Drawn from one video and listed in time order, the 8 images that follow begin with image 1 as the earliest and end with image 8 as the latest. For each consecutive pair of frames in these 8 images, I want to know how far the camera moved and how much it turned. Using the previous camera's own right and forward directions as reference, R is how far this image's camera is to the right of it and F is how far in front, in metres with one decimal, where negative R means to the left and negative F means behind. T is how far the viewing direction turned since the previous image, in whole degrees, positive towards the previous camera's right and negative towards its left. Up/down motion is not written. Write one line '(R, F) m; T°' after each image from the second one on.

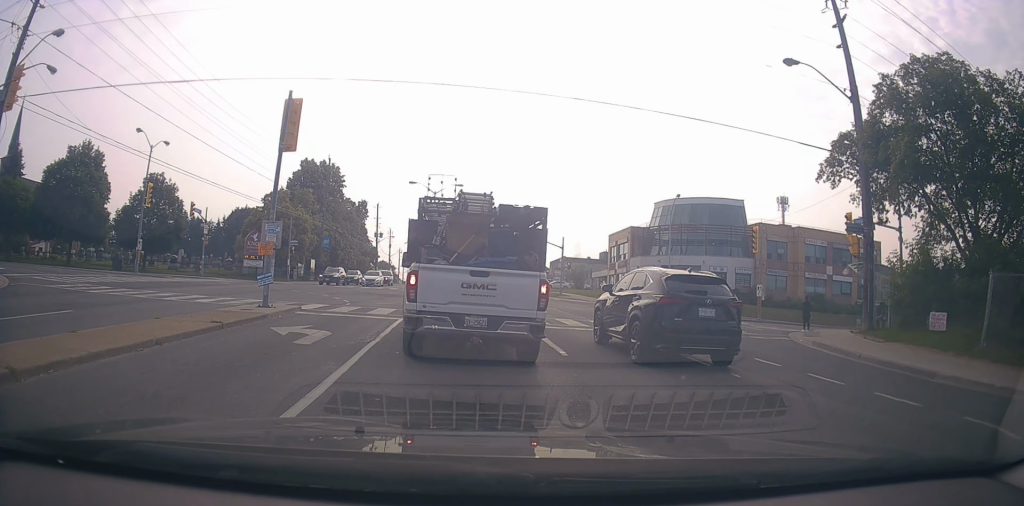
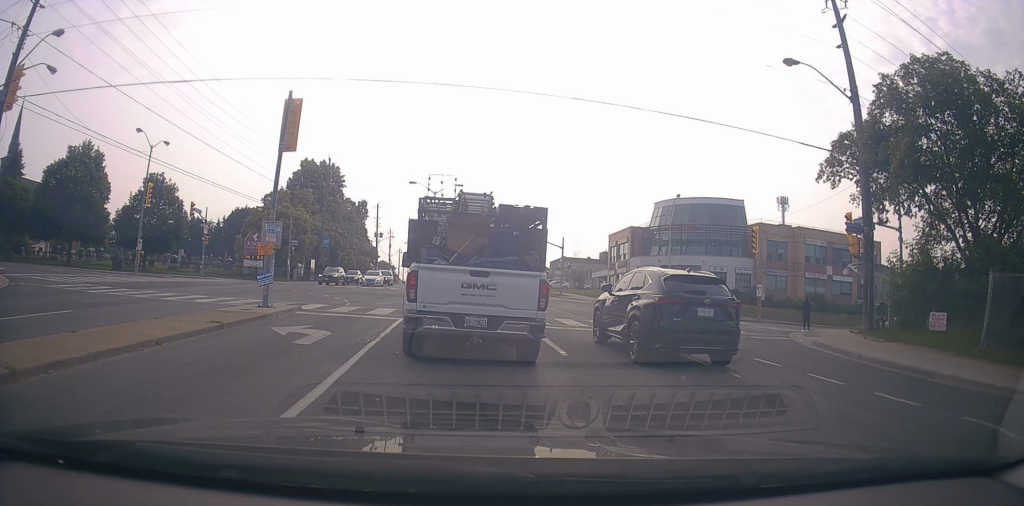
(0.0, 0.0) m; 0°
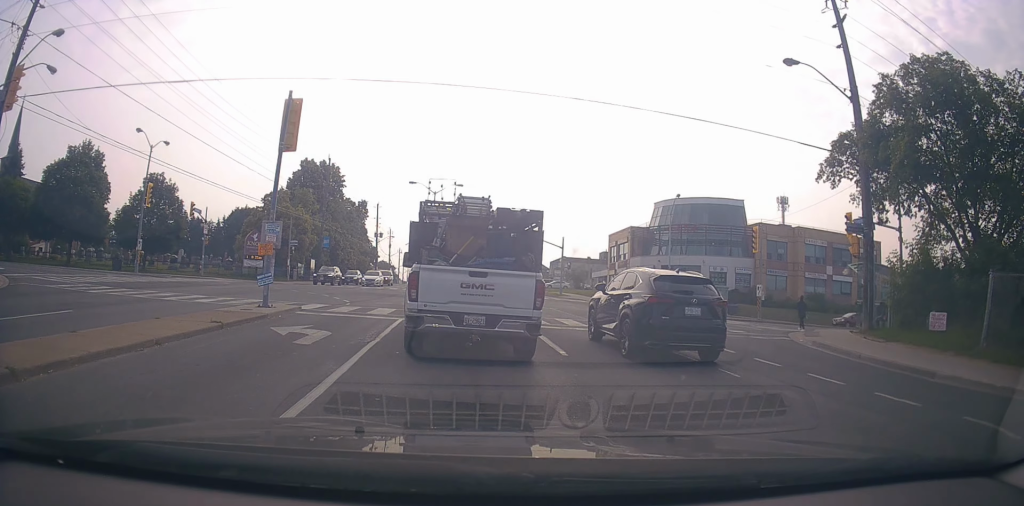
(0.0, 0.0) m; 0°
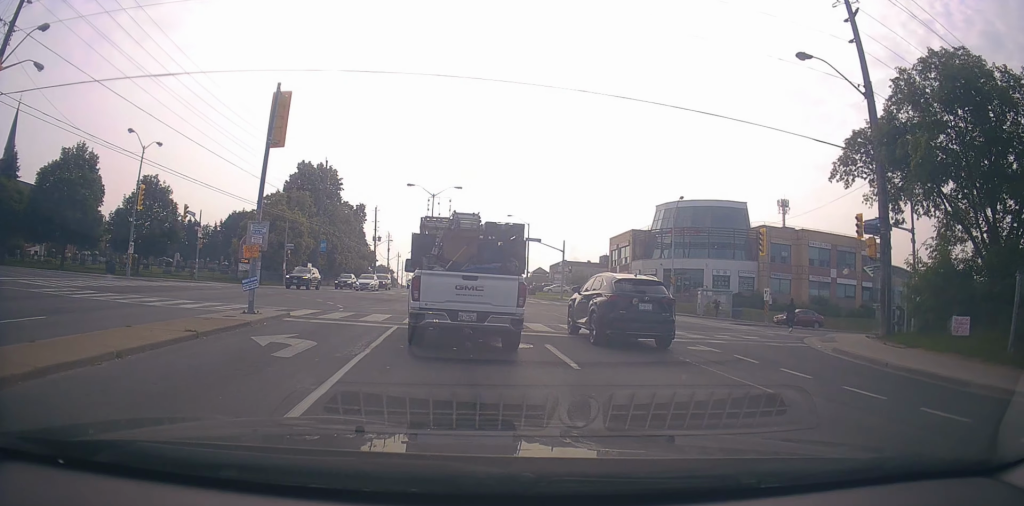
(0.0, +0.5) m; 0°
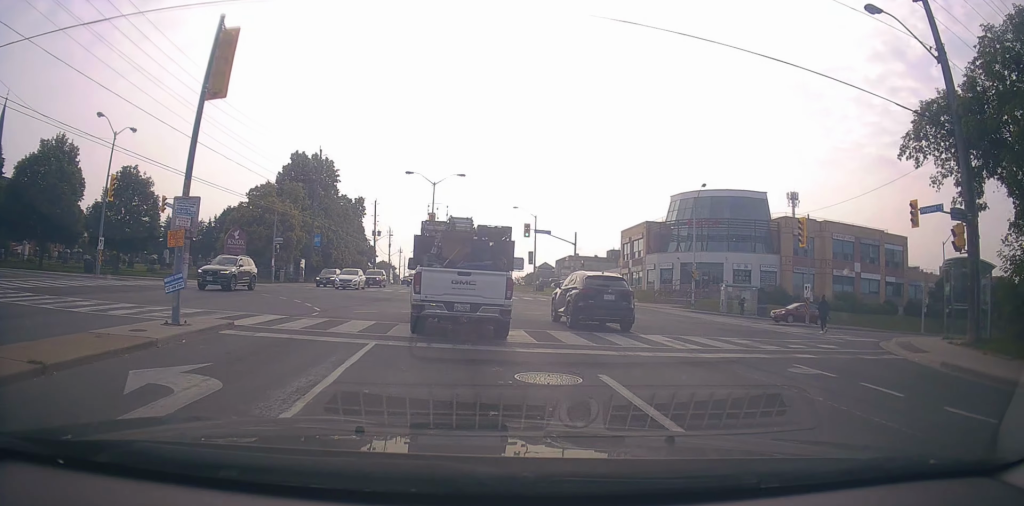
(0.0, +3.2) m; -4°
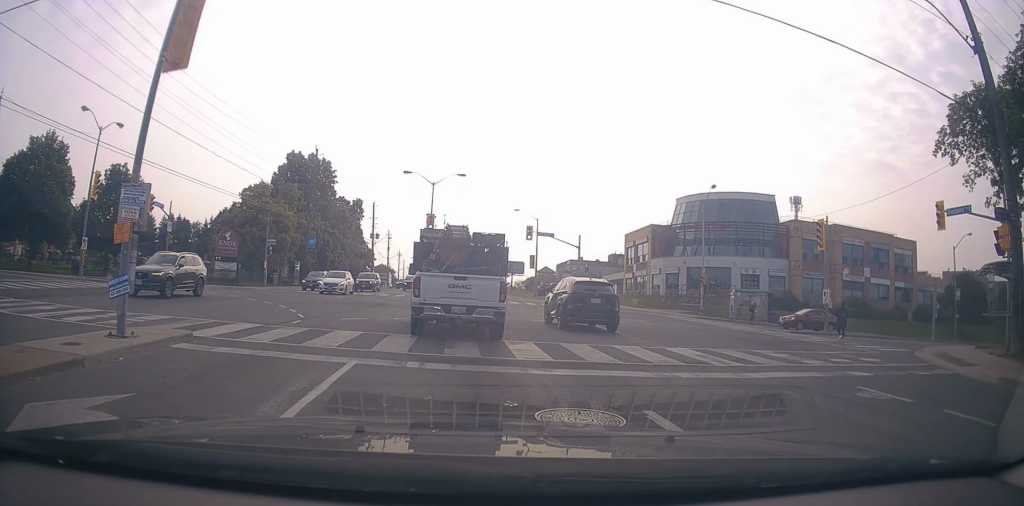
(-0.1, +1.7) m; +1°
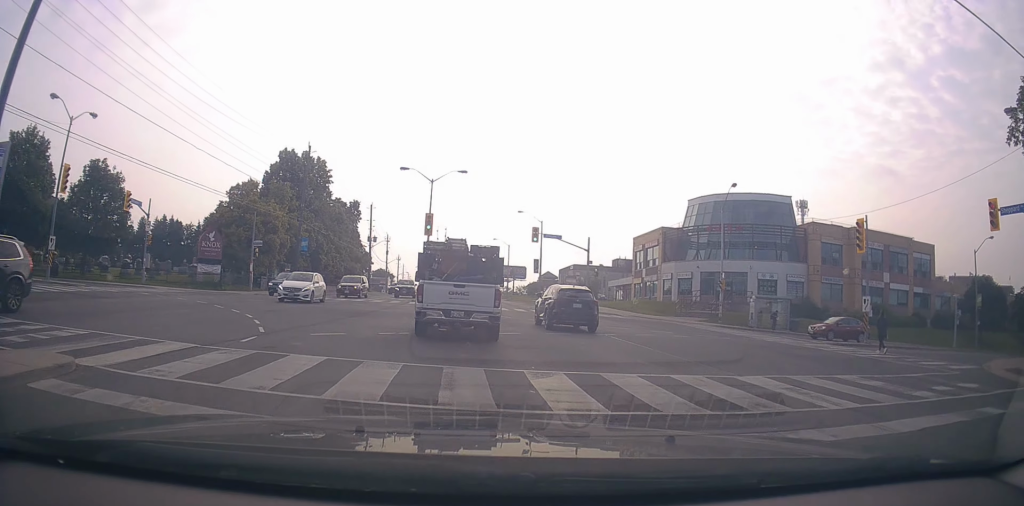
(-0.1, +3.2) m; +4°
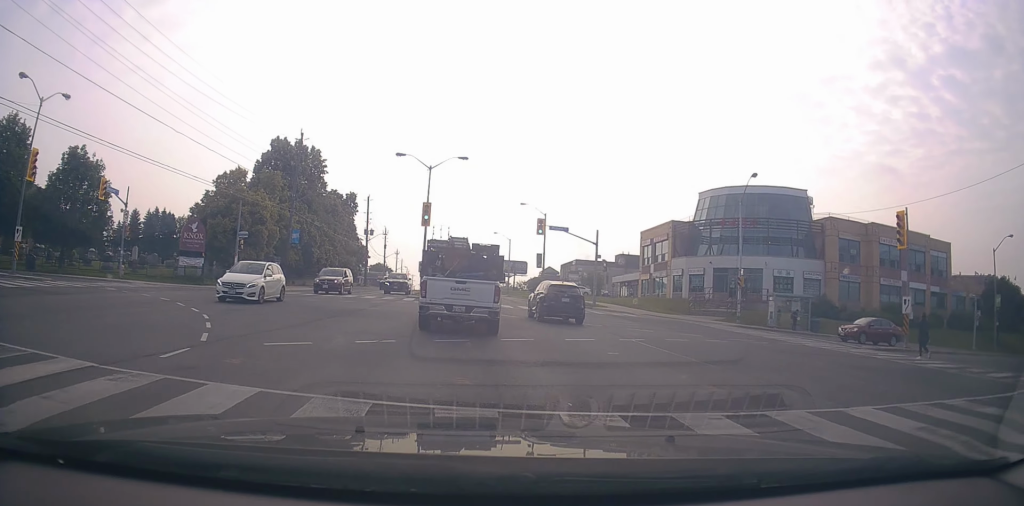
(+0.3, +2.9) m; +2°
